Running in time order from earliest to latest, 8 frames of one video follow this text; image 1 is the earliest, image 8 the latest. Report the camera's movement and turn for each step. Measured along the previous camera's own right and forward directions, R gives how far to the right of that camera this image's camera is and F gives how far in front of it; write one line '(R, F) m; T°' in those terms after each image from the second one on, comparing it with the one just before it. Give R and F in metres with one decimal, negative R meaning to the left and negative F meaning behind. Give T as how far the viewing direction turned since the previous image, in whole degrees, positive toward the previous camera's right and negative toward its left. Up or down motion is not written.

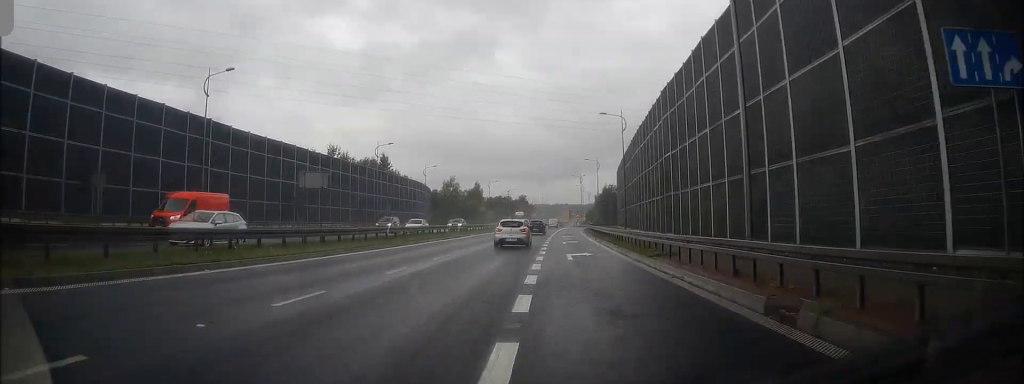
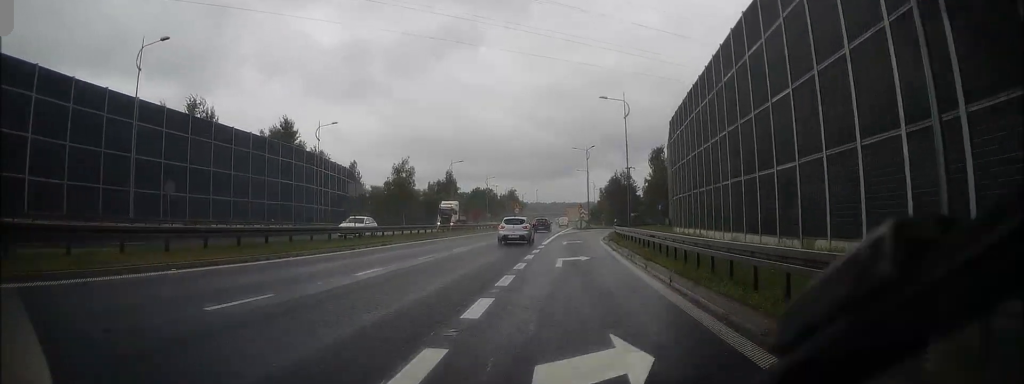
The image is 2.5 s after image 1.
(+1.0, +47.0) m; +1°
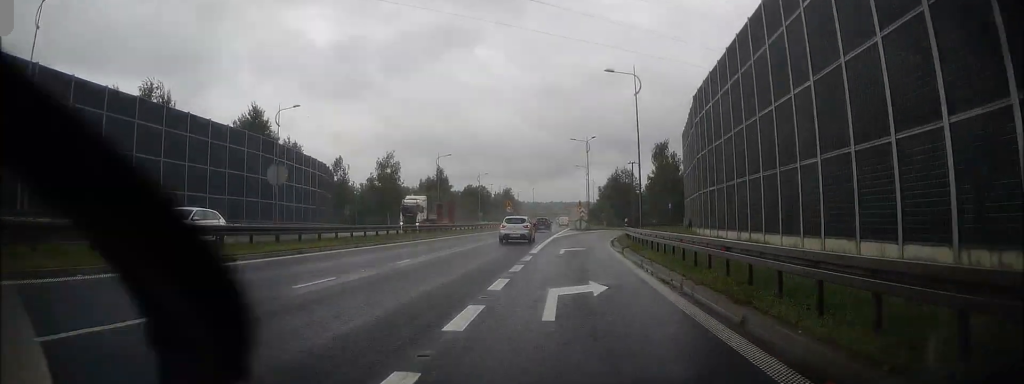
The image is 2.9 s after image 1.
(-0.1, +9.1) m; 0°
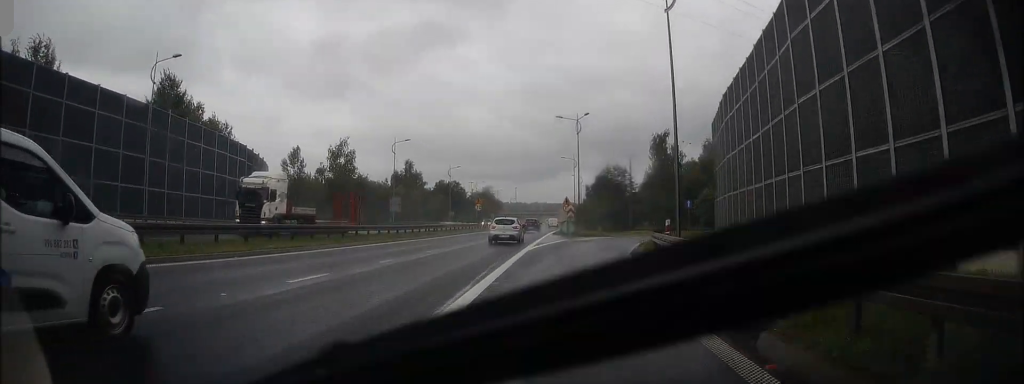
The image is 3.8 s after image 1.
(0.0, +17.5) m; +1°
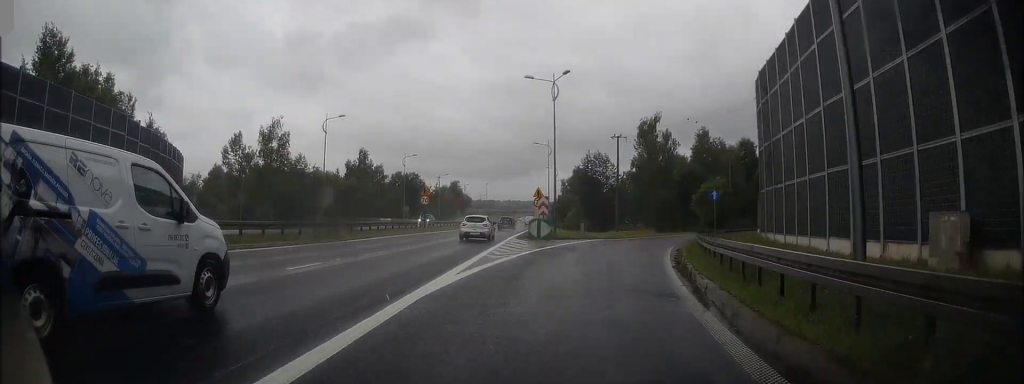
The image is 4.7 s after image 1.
(+0.2, +15.7) m; +4°
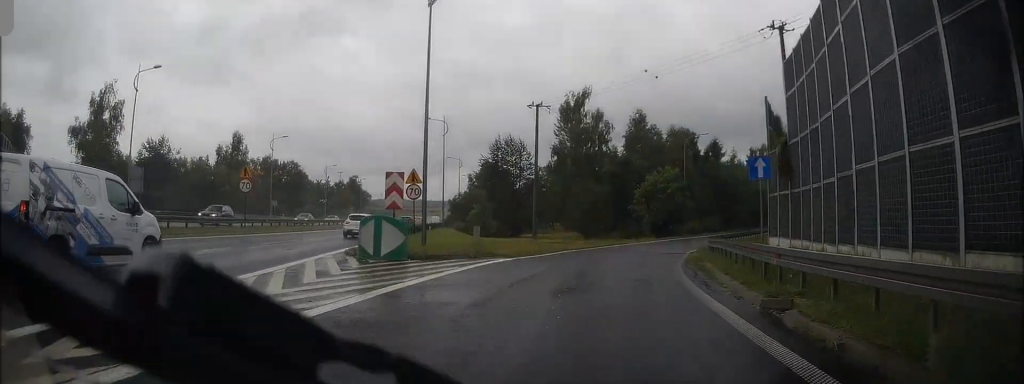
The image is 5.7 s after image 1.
(+1.2, +19.4) m; +13°
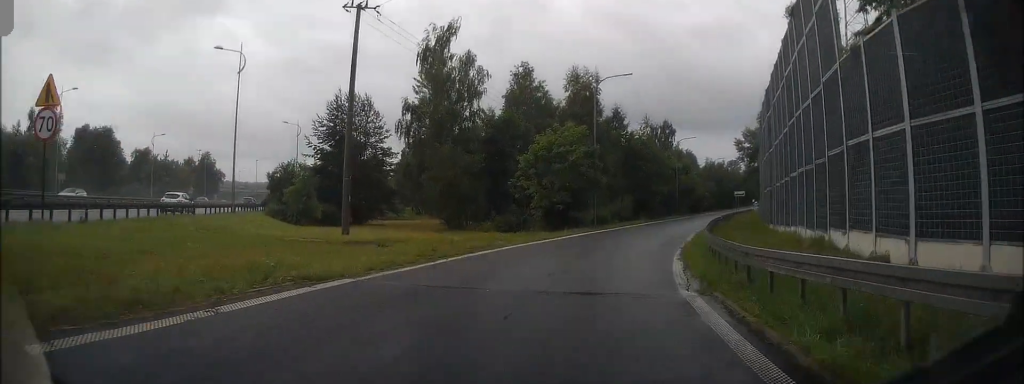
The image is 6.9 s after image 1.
(+3.3, +20.3) m; +10°
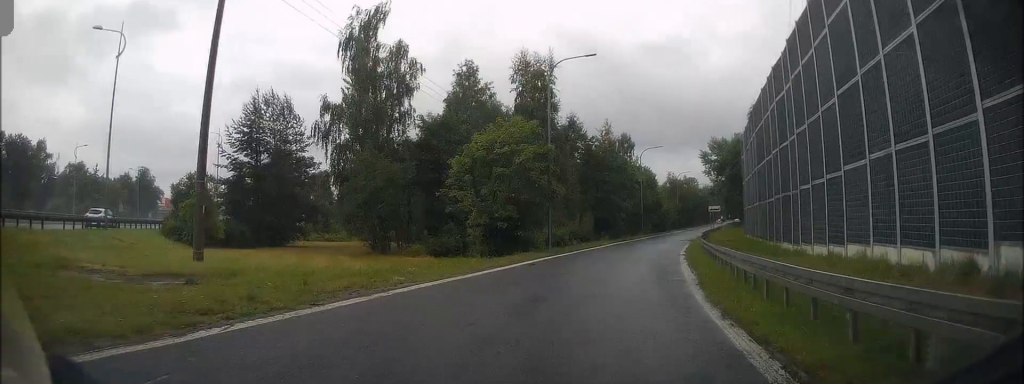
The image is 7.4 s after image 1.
(0.0, +8.7) m; 0°
